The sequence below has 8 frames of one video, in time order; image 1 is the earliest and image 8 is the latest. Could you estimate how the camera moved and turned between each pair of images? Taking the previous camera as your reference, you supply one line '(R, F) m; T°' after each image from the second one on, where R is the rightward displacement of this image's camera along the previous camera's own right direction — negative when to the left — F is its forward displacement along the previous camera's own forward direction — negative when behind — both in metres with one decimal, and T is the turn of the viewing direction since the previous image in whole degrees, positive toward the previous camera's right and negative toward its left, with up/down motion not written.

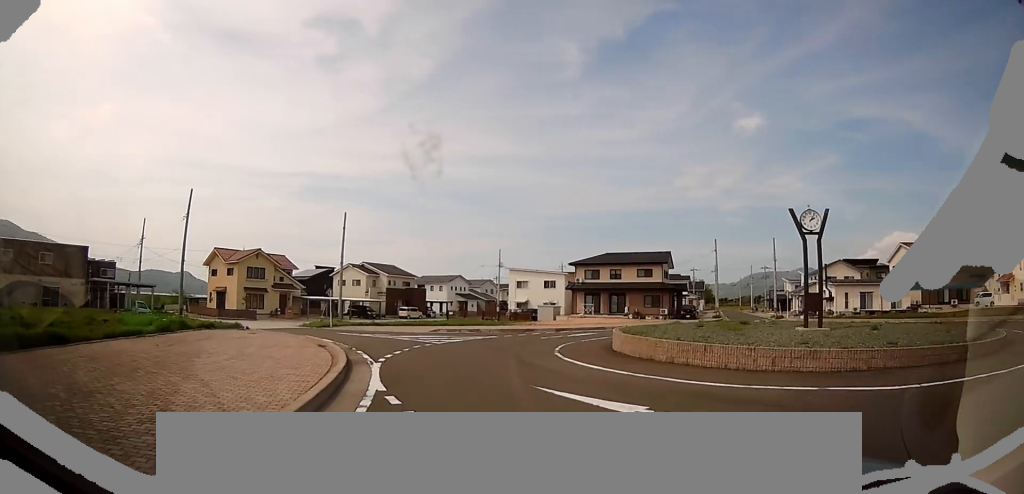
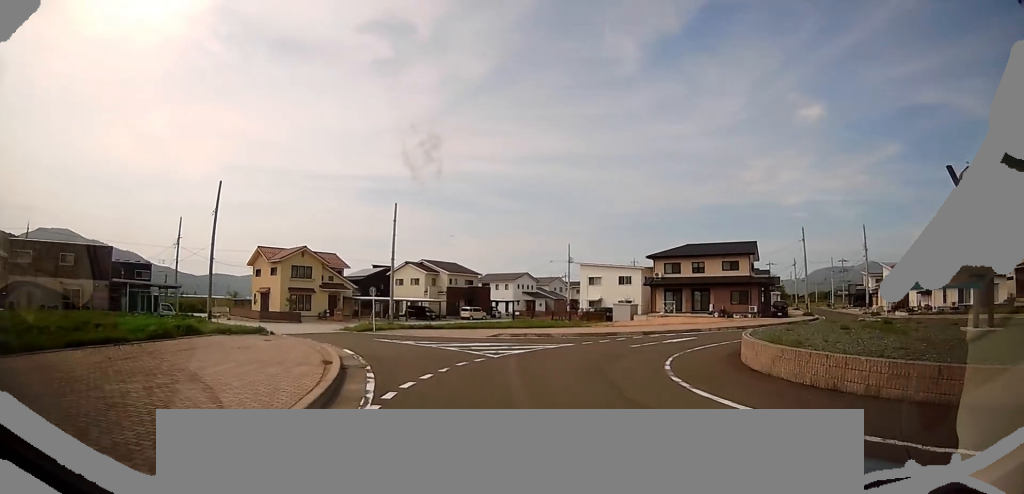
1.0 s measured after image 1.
(-0.5, +4.8) m; -4°
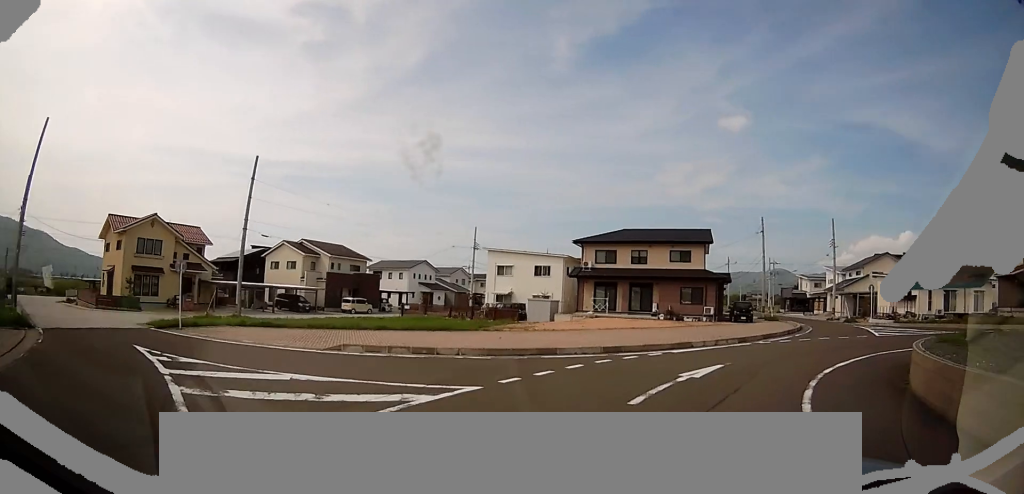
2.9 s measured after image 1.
(+1.1, +8.7) m; +22°
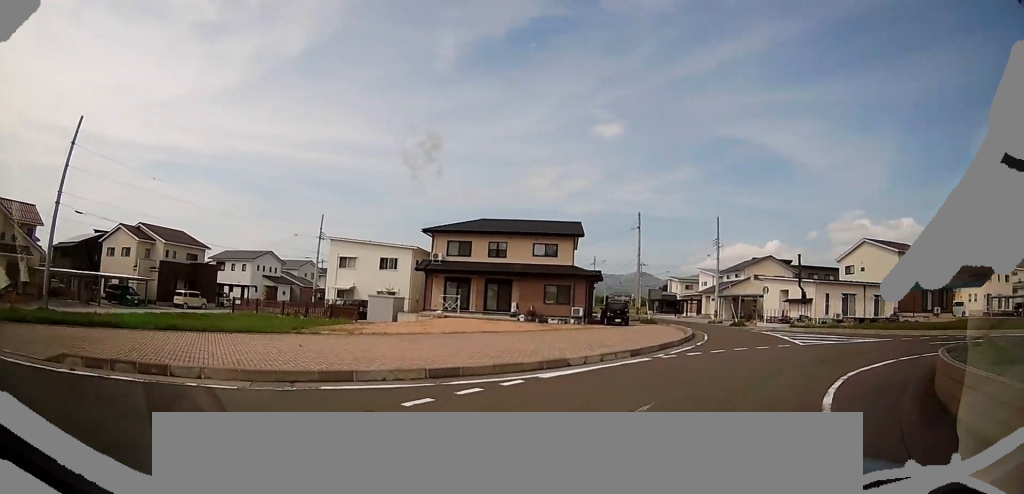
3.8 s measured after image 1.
(+0.5, +3.9) m; +18°
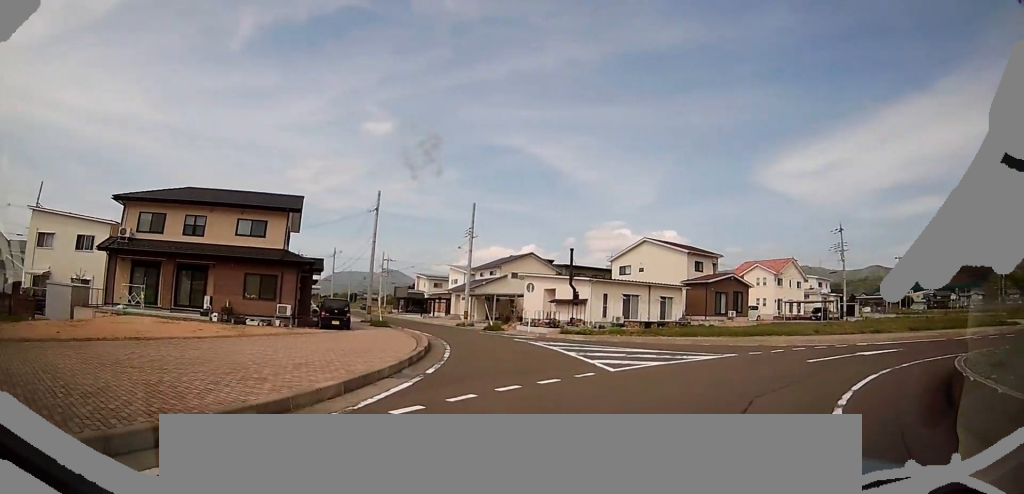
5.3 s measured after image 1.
(+2.4, +4.9) m; +39°
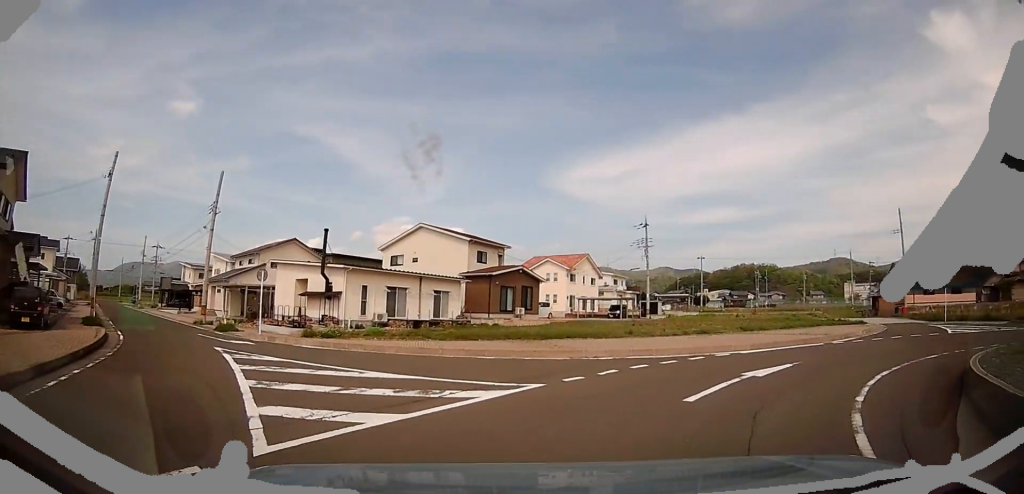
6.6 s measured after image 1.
(+0.4, +5.6) m; +19°
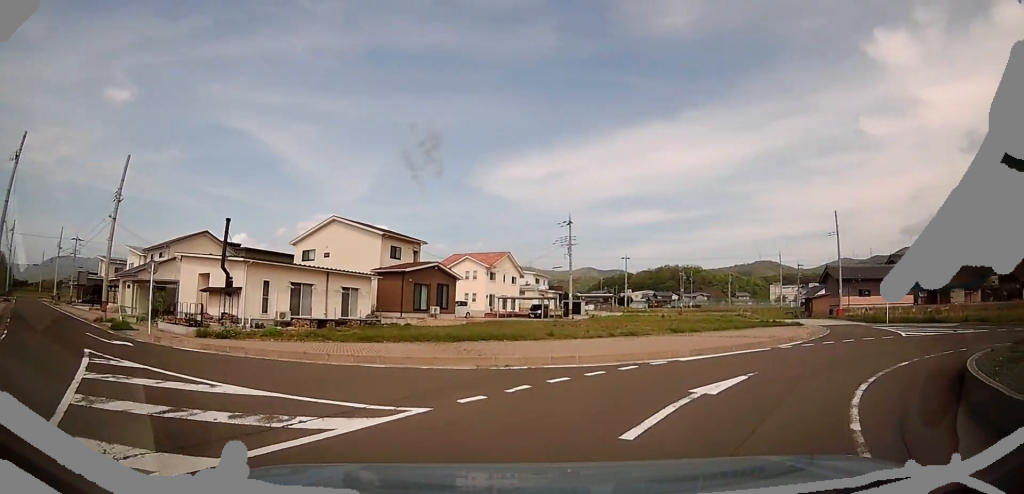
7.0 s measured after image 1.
(+0.1, +1.7) m; +12°
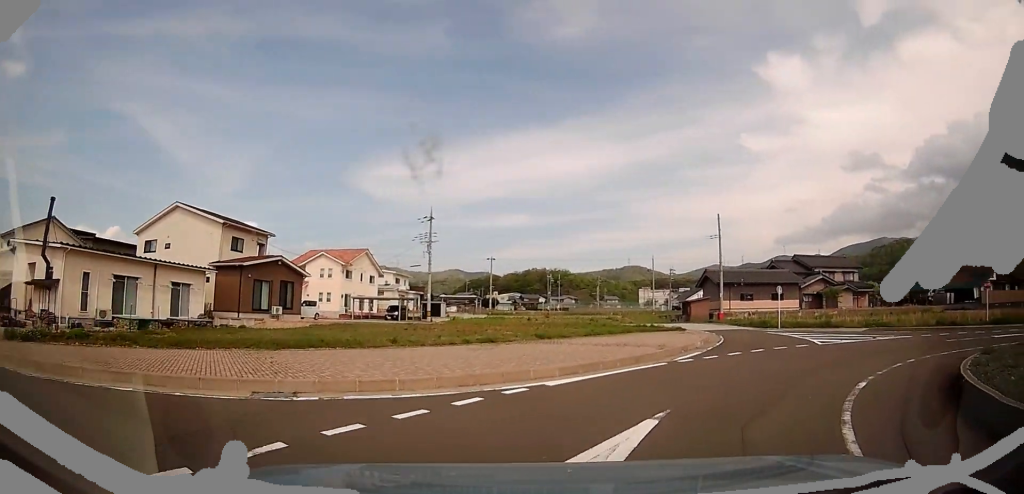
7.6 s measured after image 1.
(+0.8, +3.0) m; +28°
